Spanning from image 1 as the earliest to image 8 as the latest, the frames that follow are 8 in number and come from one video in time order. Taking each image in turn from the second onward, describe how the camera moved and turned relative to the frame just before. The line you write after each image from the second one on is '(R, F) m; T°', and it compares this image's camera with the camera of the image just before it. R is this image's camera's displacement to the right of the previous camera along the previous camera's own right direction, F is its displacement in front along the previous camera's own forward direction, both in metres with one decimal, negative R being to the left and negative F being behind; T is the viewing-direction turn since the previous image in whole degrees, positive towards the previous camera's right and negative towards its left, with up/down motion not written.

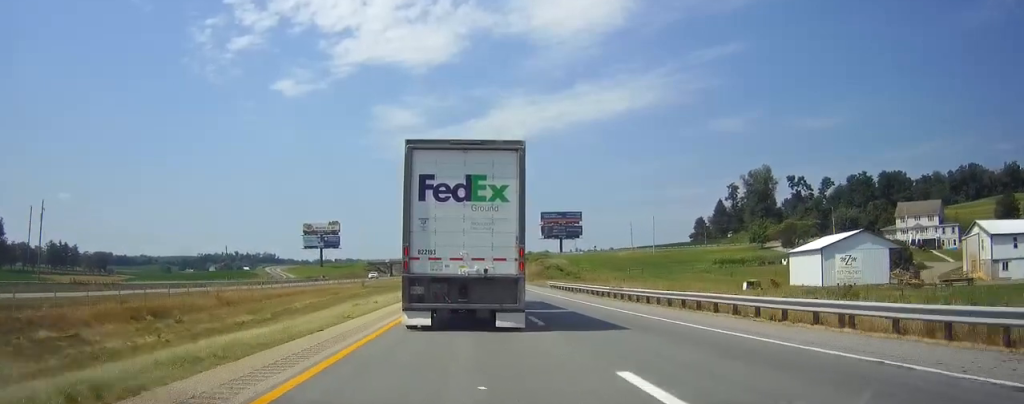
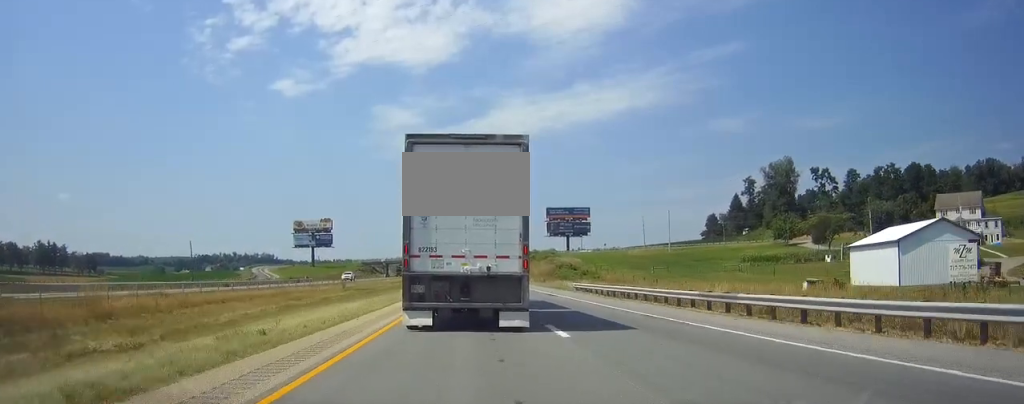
(0.0, +16.6) m; 0°
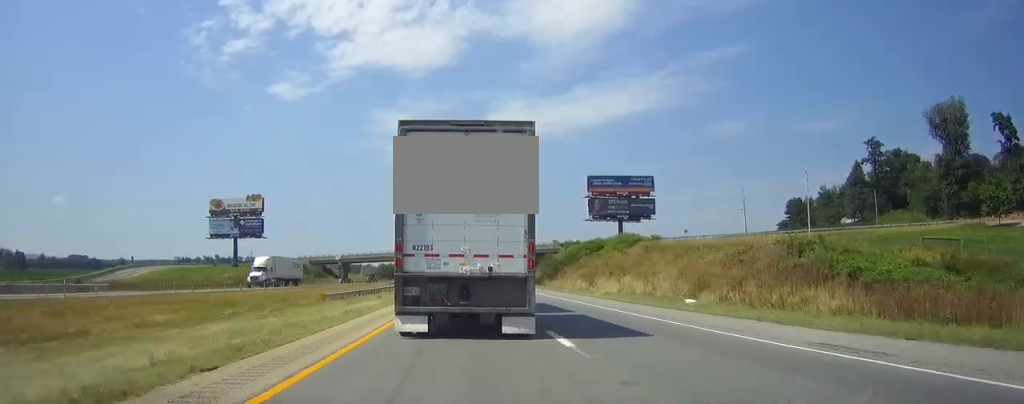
(-0.7, +88.1) m; 0°
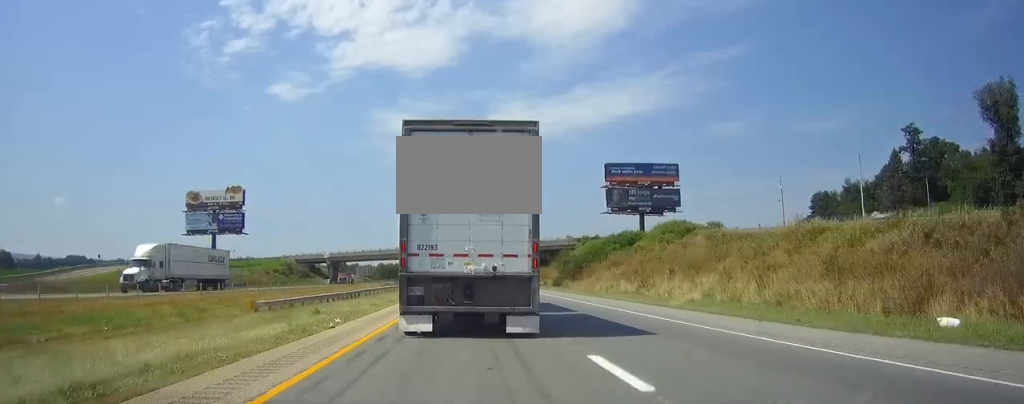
(+0.2, +17.6) m; 0°
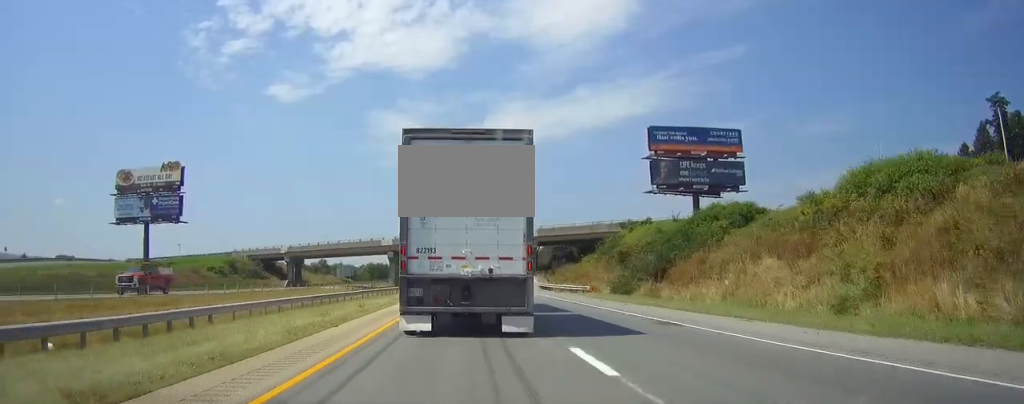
(-0.1, +35.9) m; 0°
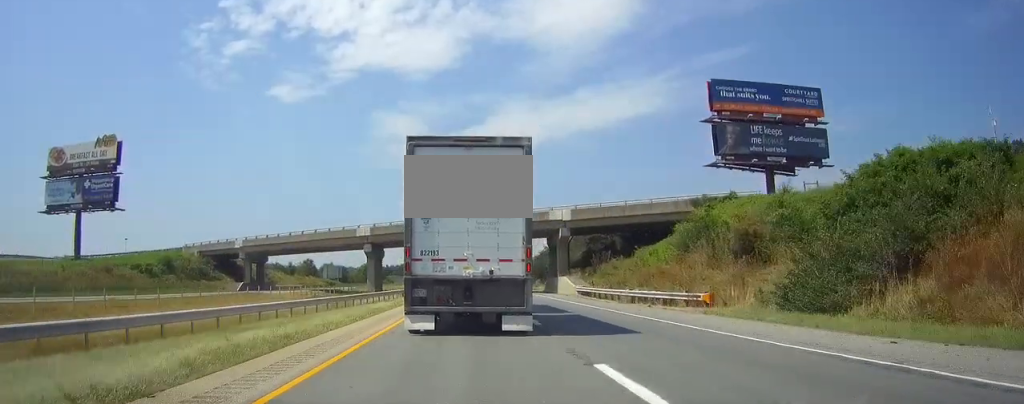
(+0.1, +26.7) m; 0°
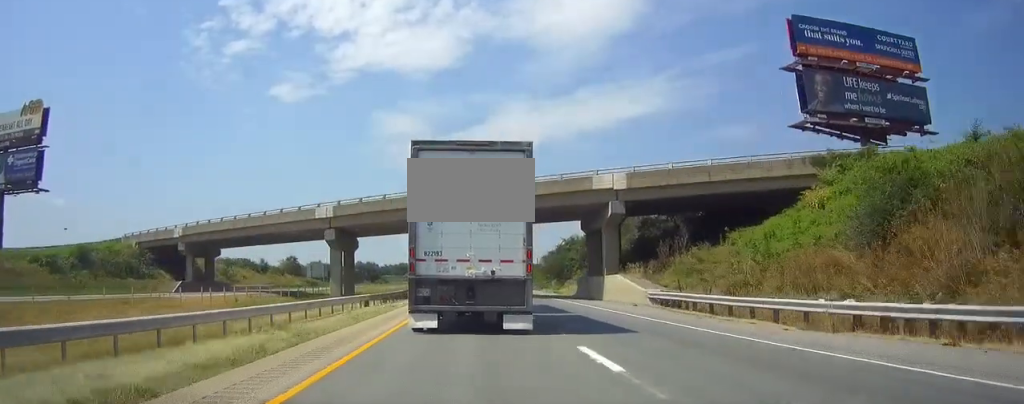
(0.0, +21.9) m; 0°
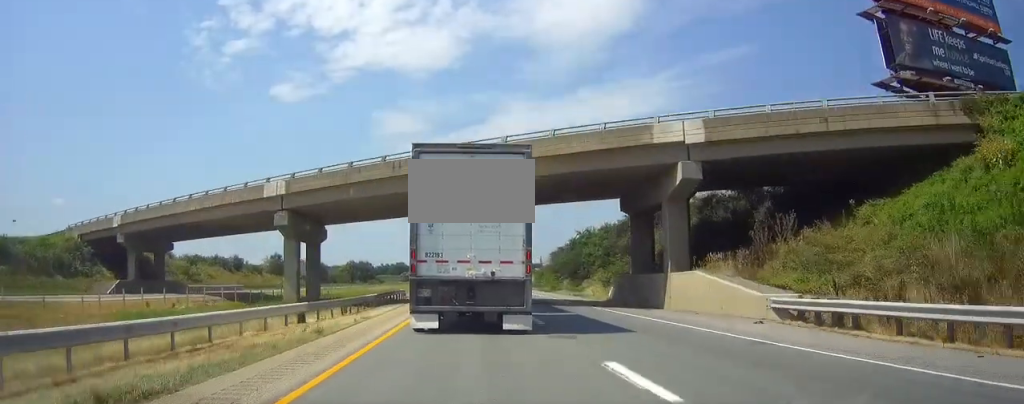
(0.0, +14.3) m; 0°
